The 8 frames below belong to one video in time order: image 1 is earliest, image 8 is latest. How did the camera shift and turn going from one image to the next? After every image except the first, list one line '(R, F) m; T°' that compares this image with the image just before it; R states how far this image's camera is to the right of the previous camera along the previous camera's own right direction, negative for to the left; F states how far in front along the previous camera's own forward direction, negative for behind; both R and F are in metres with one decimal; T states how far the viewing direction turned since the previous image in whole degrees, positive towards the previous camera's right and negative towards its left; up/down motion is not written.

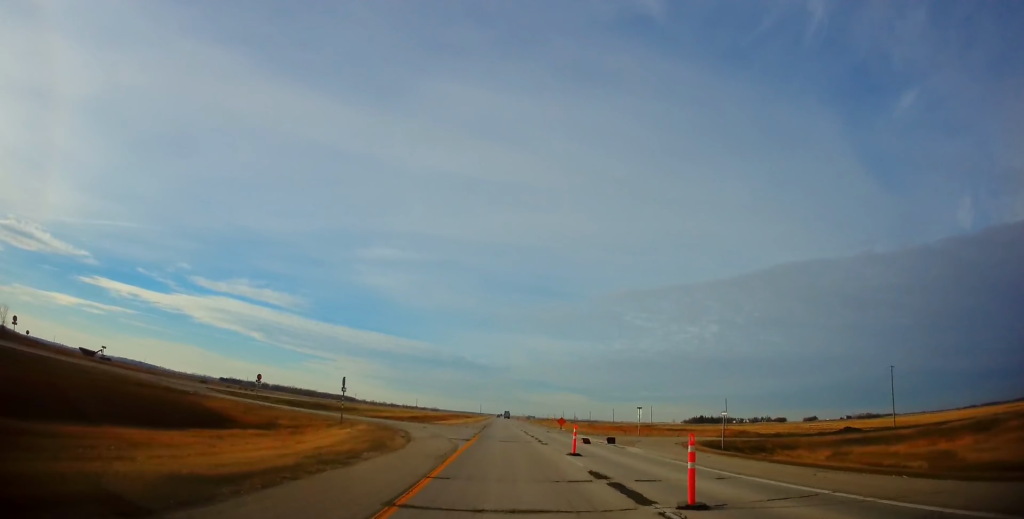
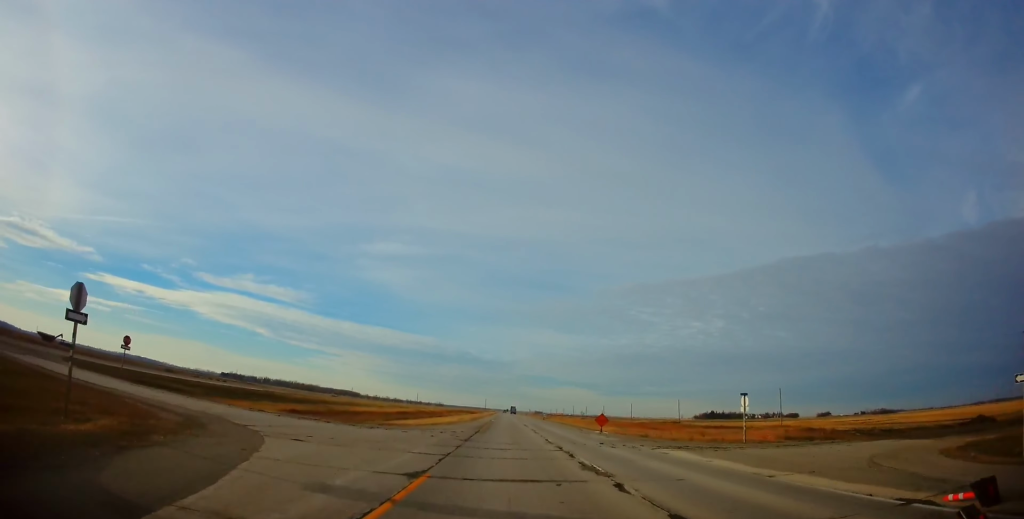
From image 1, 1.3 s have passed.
(-0.1, +27.1) m; -1°
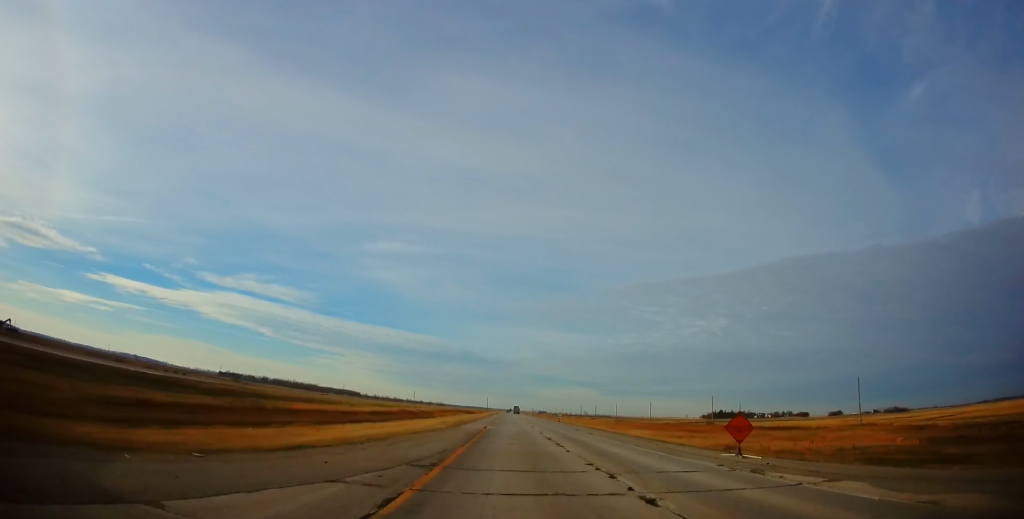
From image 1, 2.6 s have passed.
(-0.3, +28.6) m; 0°
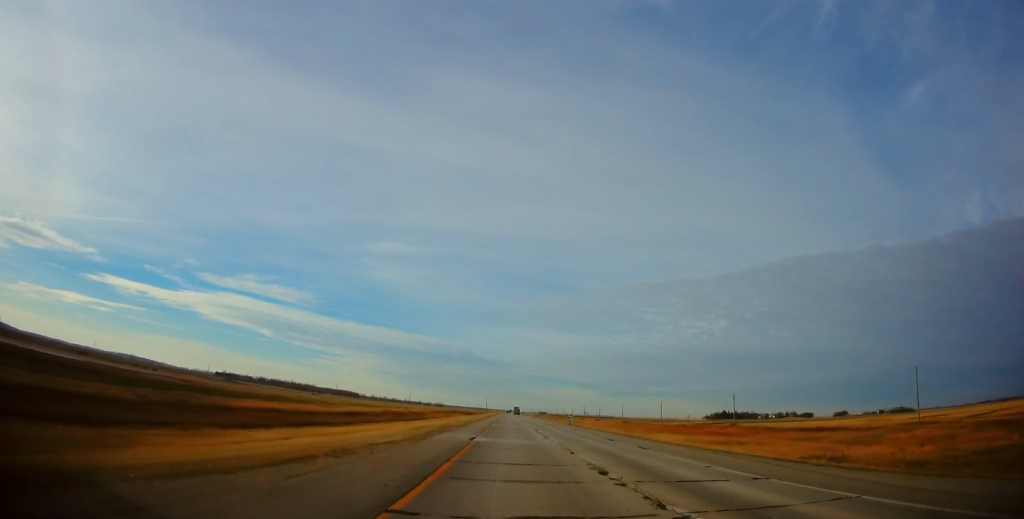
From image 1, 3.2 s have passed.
(+0.2, +16.1) m; 0°
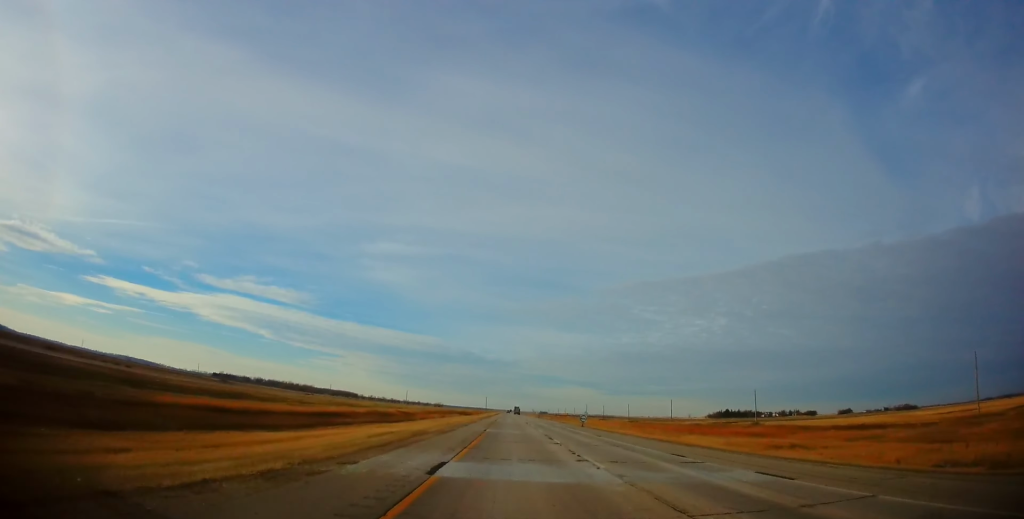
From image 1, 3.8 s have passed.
(+0.1, +13.1) m; 0°
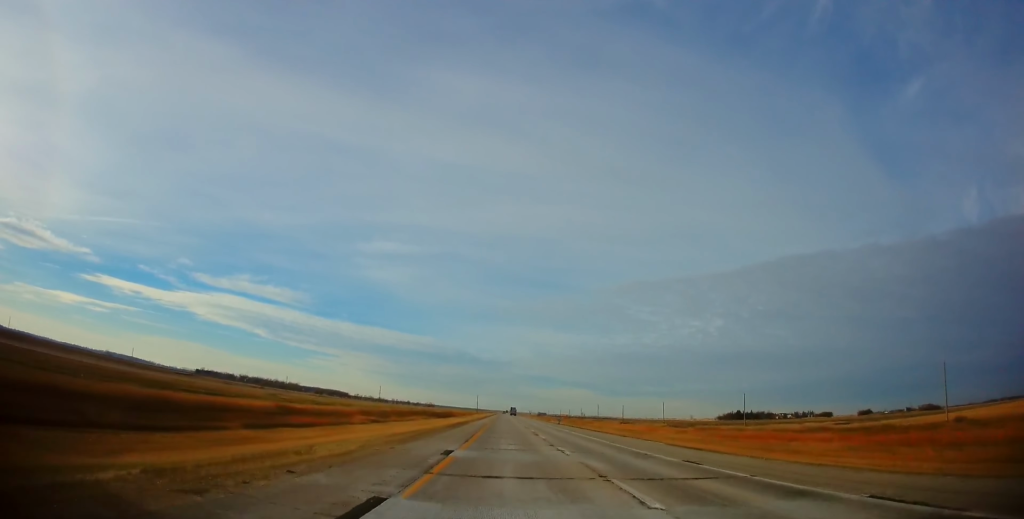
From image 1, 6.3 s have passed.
(-0.2, +66.8) m; 0°
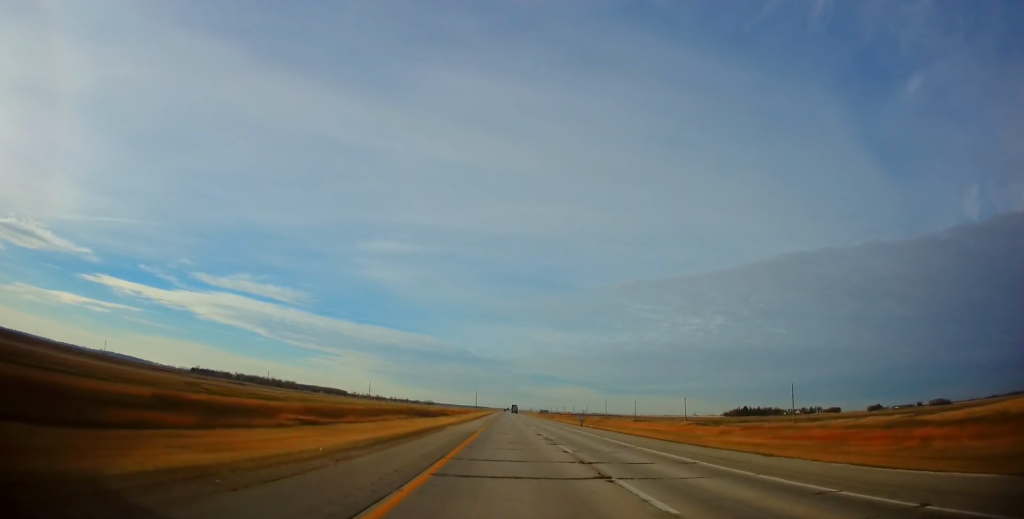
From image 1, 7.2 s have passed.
(+0.1, +24.6) m; 0°
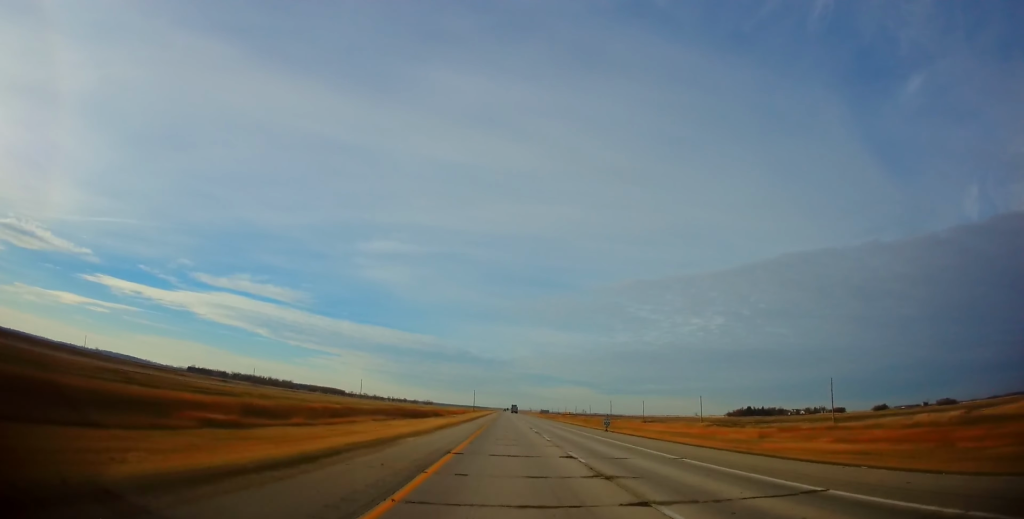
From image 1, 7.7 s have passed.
(0.0, +15.4) m; 0°
